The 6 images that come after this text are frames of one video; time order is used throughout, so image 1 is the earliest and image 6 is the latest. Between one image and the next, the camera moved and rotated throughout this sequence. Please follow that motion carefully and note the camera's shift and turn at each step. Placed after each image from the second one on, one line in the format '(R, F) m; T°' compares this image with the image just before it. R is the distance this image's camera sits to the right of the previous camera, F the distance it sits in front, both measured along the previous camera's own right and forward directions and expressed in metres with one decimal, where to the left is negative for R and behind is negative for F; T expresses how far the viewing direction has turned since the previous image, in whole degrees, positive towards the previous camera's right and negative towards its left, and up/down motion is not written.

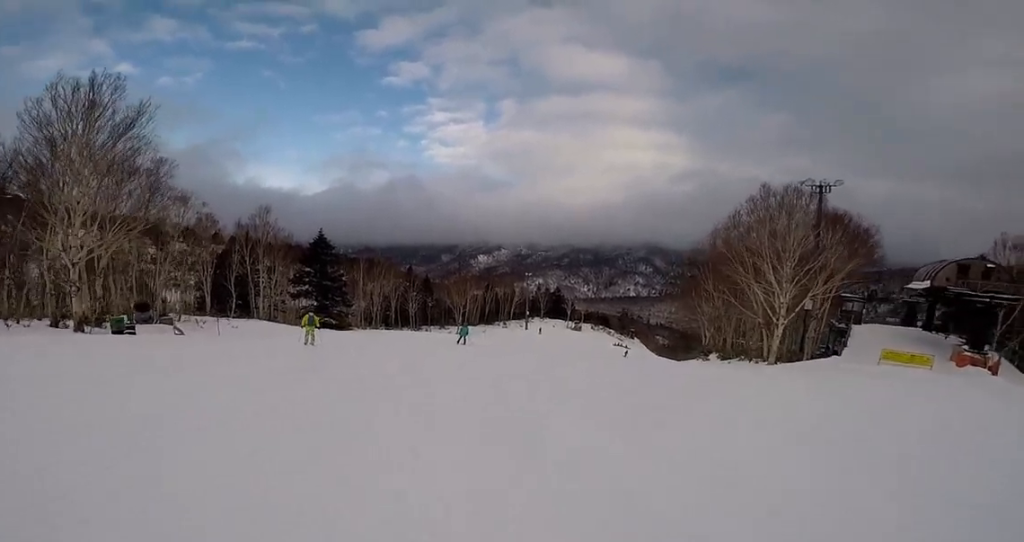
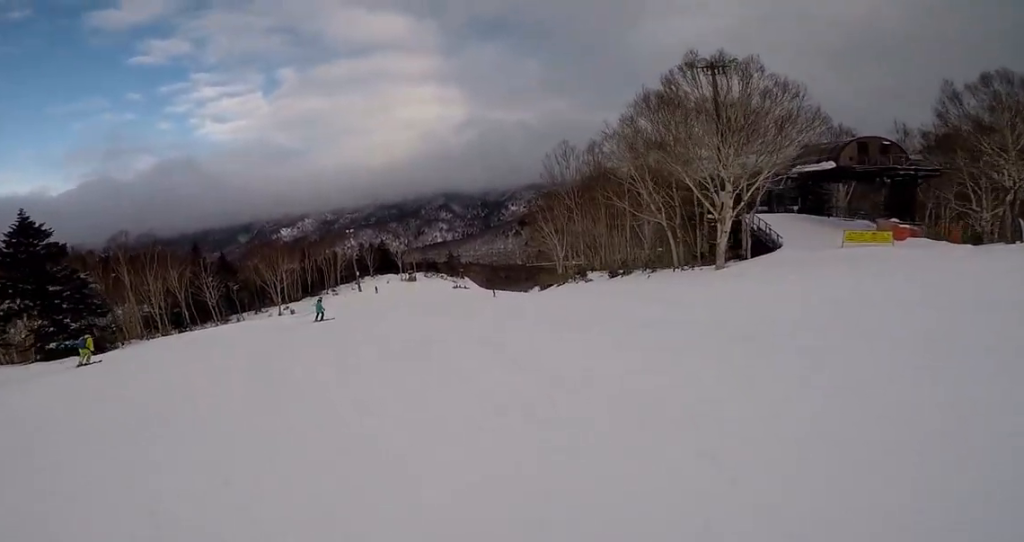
(0.0, +11.0) m; +9°
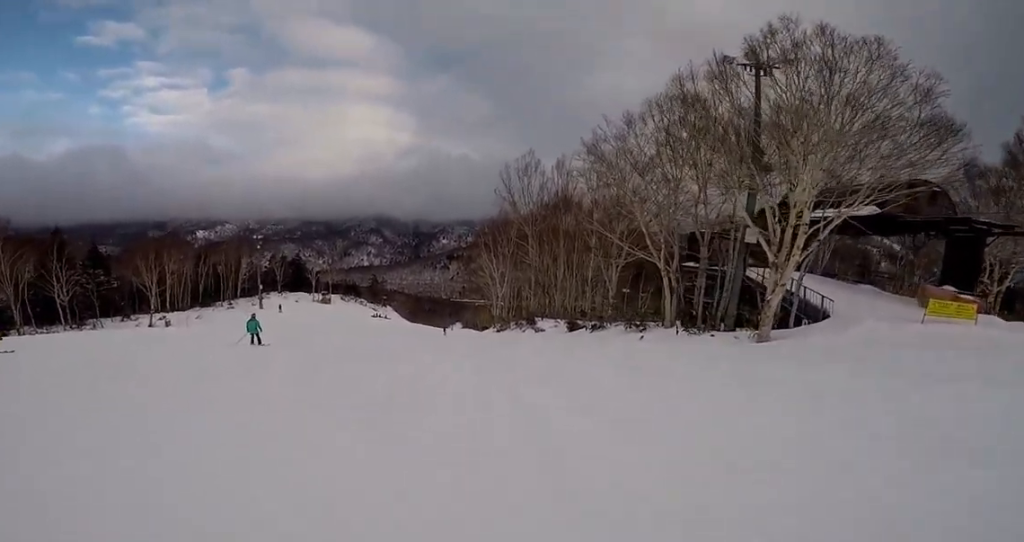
(+1.3, +8.7) m; +2°
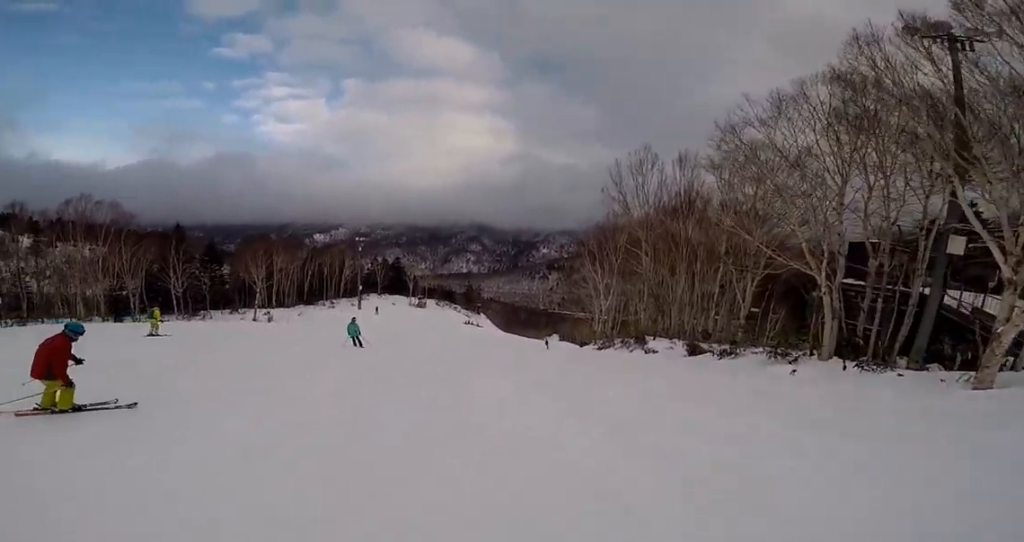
(-0.4, +2.8) m; -5°
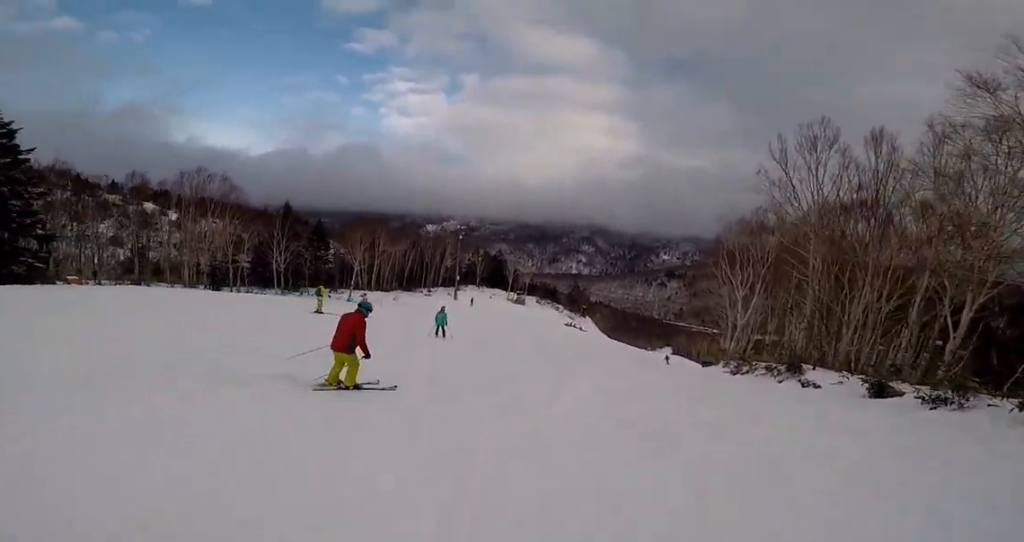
(-0.3, +4.4) m; -6°
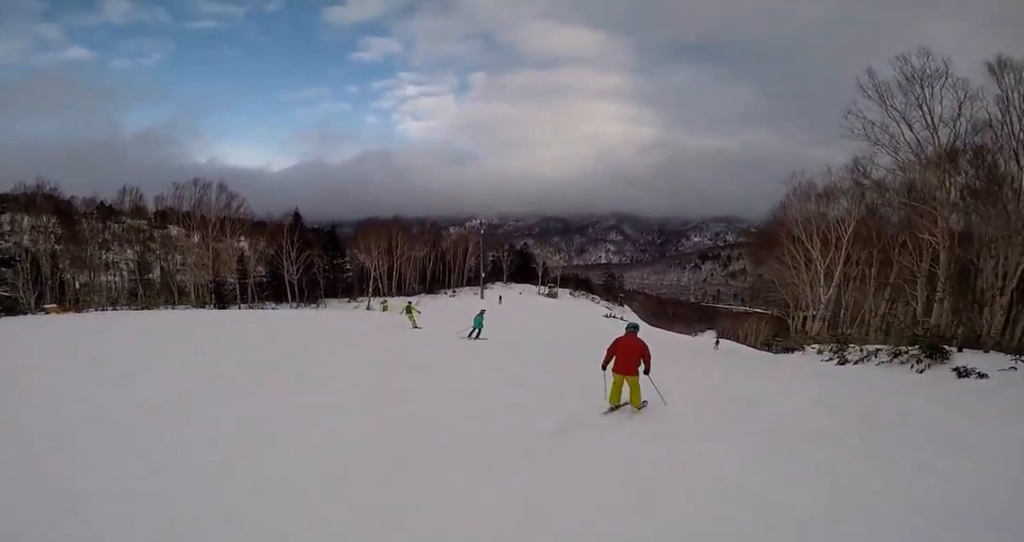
(-0.1, +4.7) m; -1°
